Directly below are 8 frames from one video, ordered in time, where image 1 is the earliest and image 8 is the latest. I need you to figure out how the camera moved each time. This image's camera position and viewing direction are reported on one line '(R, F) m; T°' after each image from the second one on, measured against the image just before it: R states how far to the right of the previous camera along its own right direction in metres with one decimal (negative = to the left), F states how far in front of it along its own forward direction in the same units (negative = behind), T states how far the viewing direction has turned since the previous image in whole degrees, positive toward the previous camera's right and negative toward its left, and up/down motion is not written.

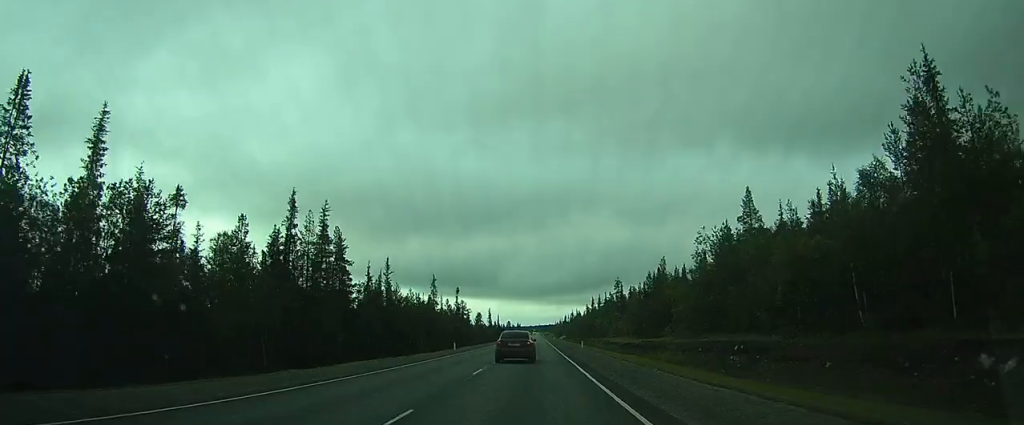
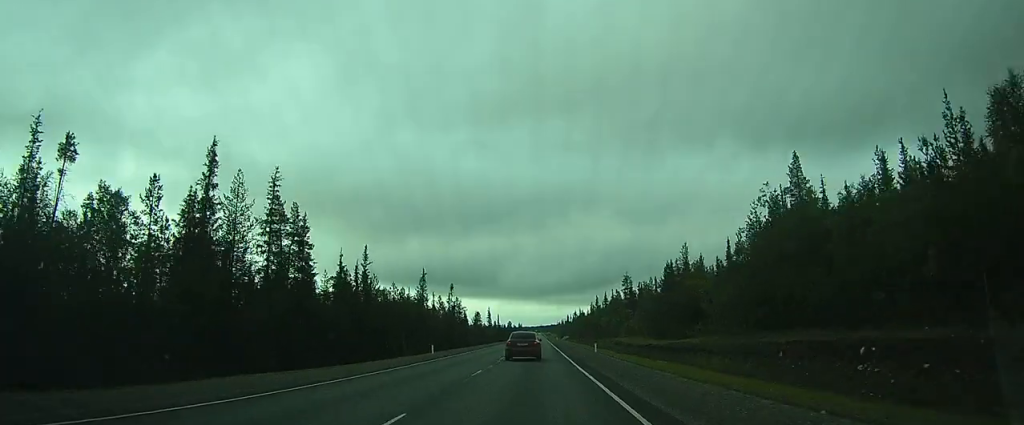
(0.0, +12.6) m; -1°
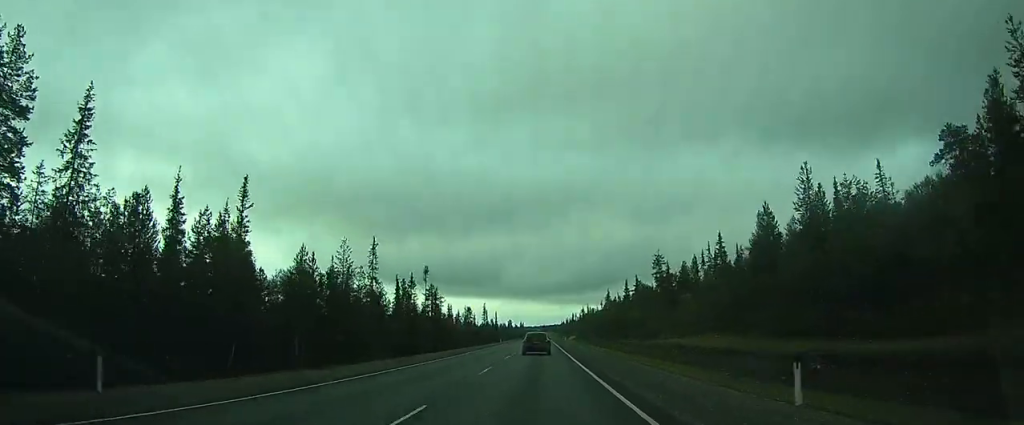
(-0.8, +34.7) m; -2°
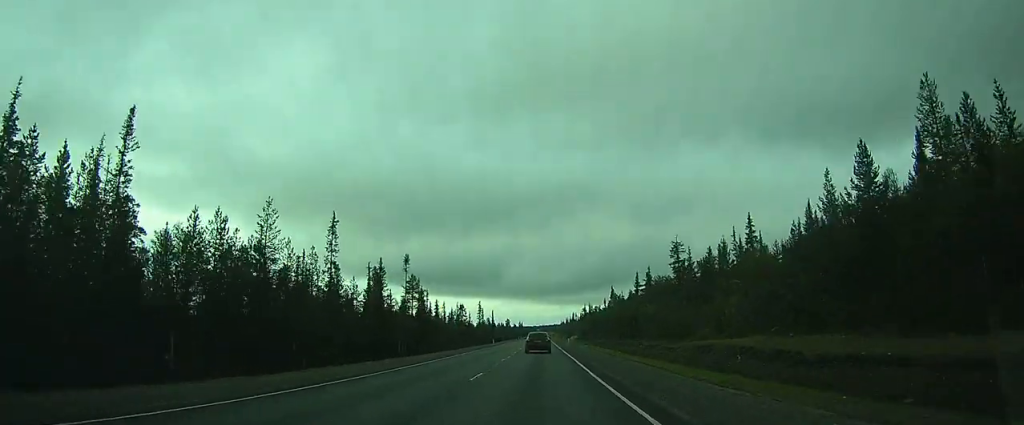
(0.0, +14.5) m; 0°
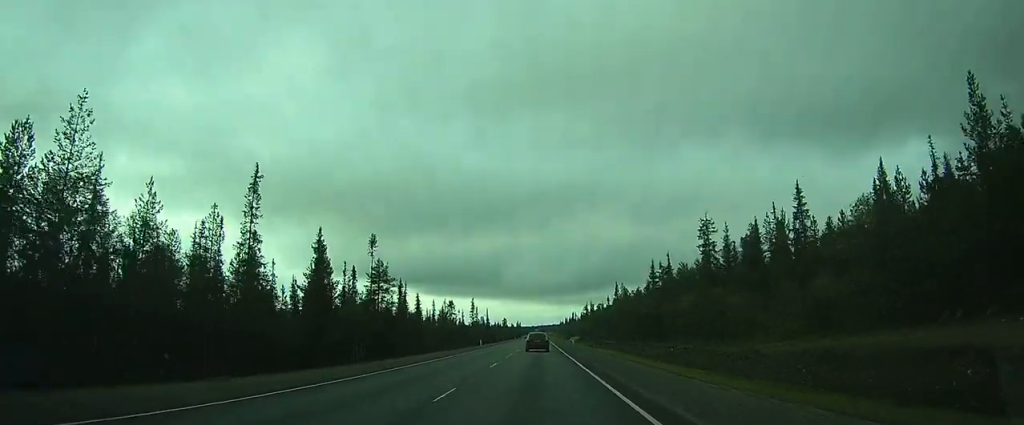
(0.0, +16.5) m; 0°
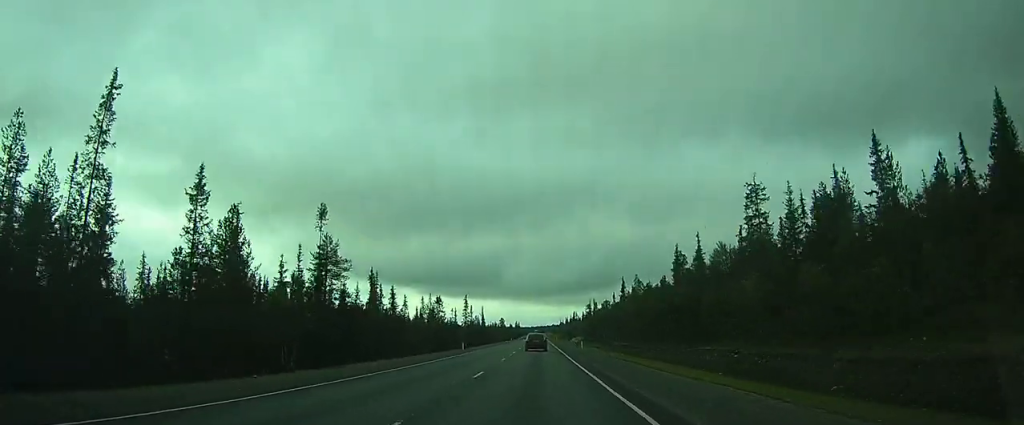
(0.0, +16.1) m; 0°
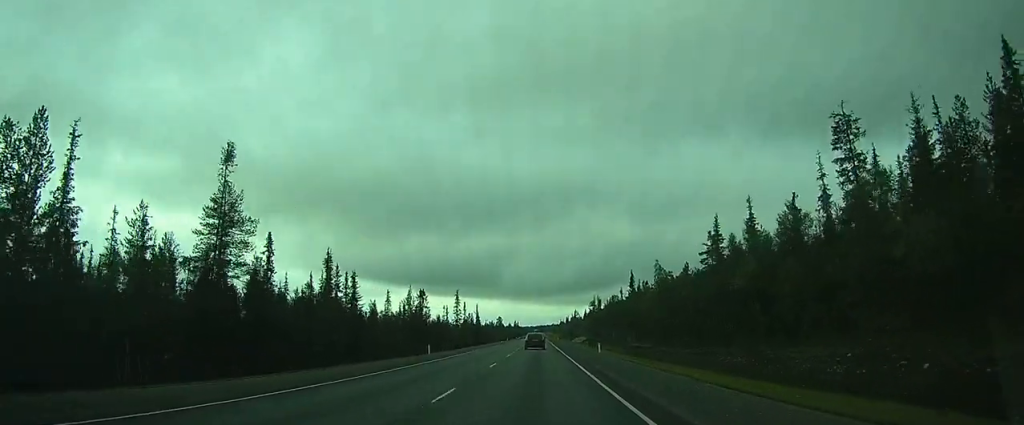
(0.0, +16.2) m; 0°
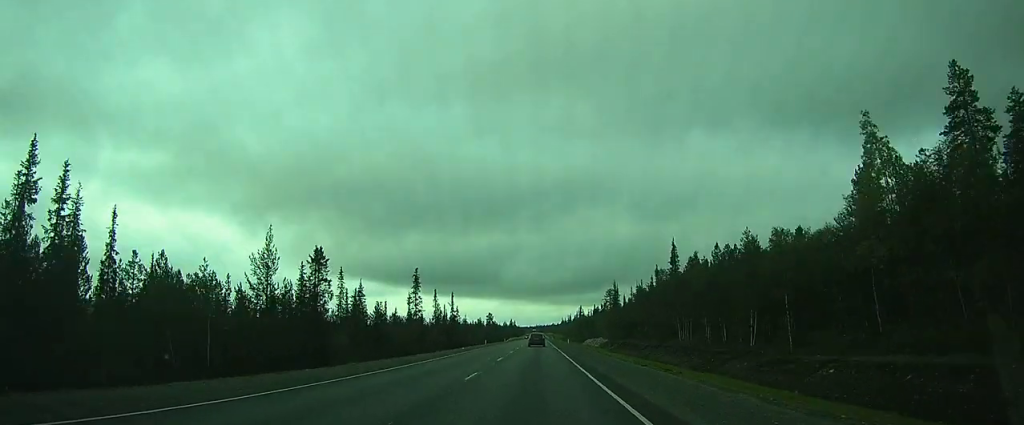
(+0.3, +46.9) m; +1°
